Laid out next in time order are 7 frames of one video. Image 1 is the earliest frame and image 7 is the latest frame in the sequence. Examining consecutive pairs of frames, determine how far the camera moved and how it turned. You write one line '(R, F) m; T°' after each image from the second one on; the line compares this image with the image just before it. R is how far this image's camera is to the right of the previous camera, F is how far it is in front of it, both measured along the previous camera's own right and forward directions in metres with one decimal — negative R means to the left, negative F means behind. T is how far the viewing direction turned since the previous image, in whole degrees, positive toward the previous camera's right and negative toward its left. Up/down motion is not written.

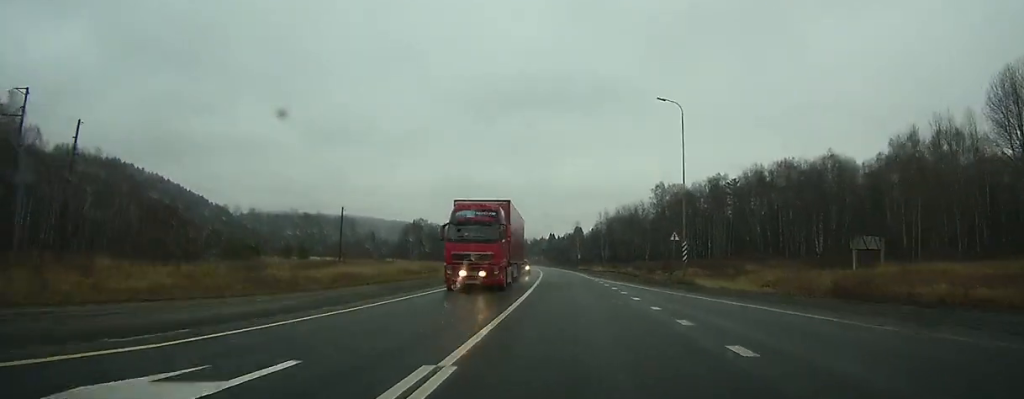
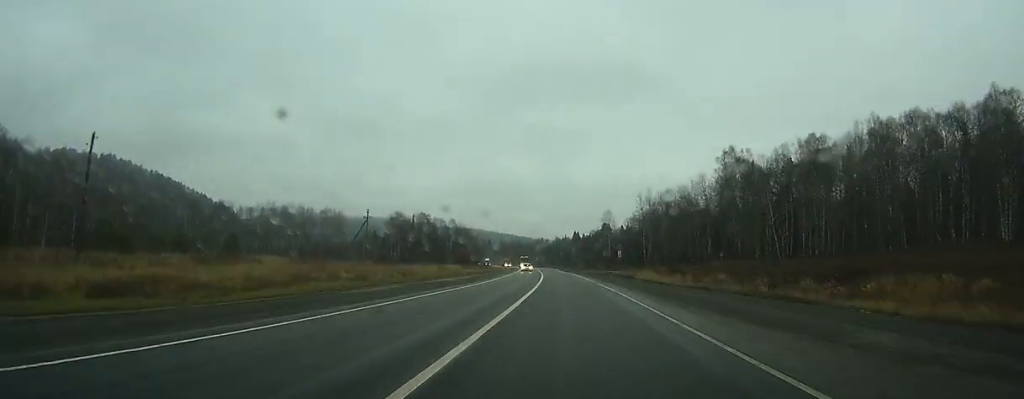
(-0.9, +55.6) m; -2°
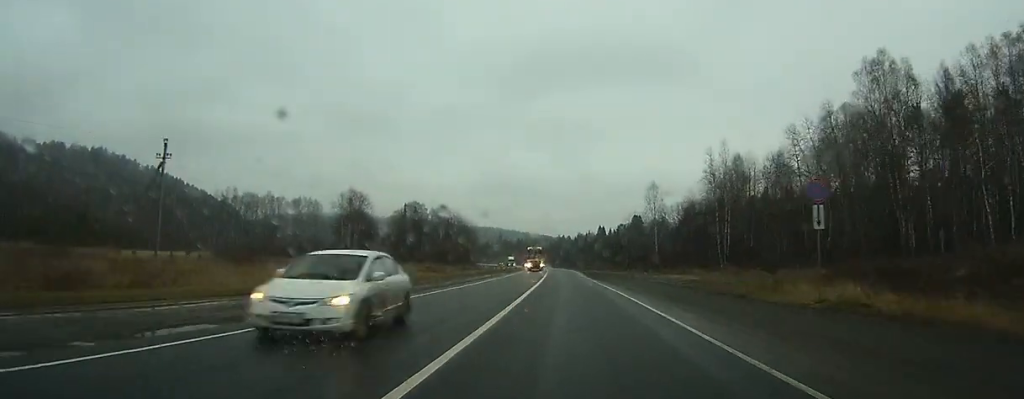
(-1.3, +55.4) m; -3°
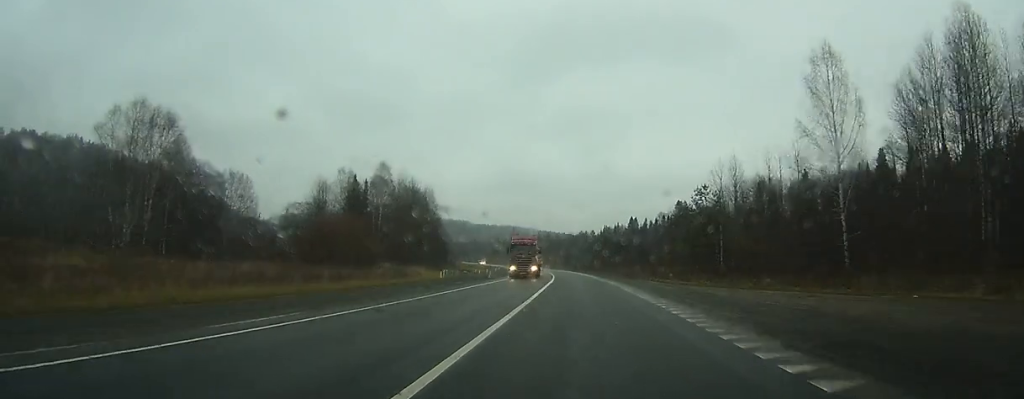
(-2.0, +73.1) m; -2°
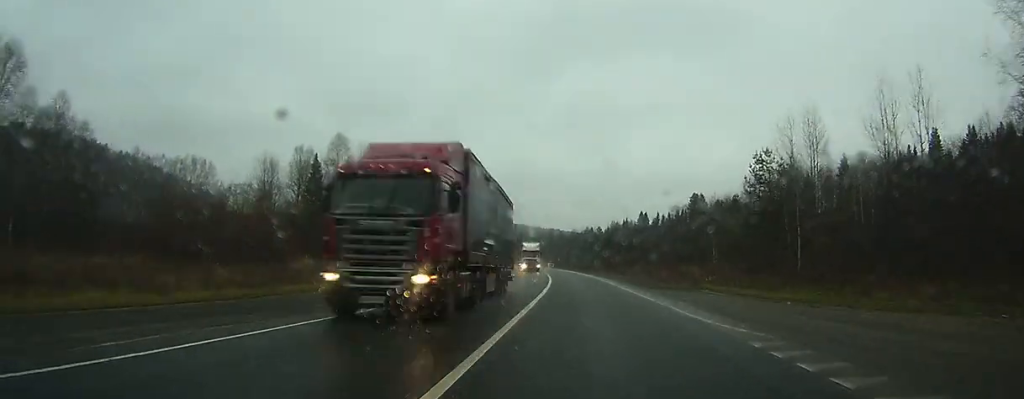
(-0.1, +22.2) m; -1°
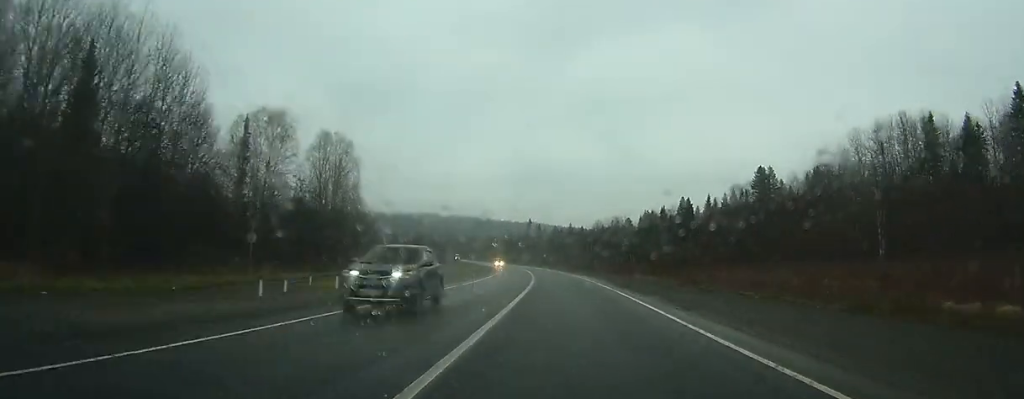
(-0.6, +57.4) m; -2°
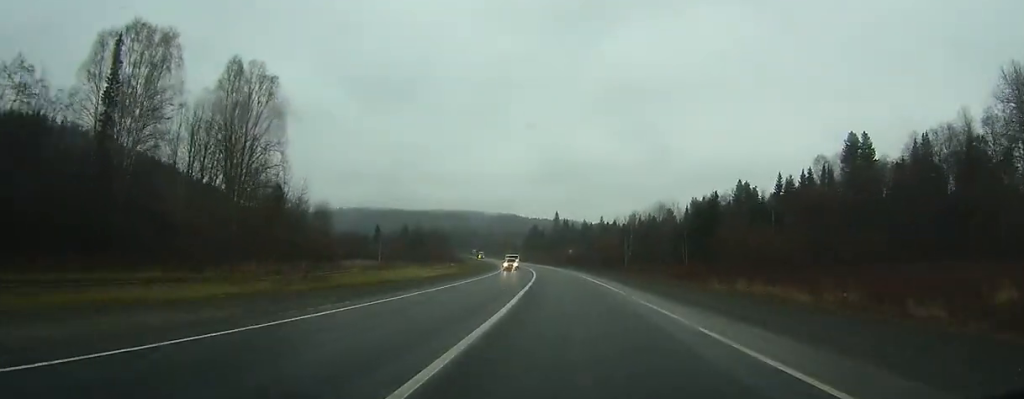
(-0.5, +40.1) m; -2°
